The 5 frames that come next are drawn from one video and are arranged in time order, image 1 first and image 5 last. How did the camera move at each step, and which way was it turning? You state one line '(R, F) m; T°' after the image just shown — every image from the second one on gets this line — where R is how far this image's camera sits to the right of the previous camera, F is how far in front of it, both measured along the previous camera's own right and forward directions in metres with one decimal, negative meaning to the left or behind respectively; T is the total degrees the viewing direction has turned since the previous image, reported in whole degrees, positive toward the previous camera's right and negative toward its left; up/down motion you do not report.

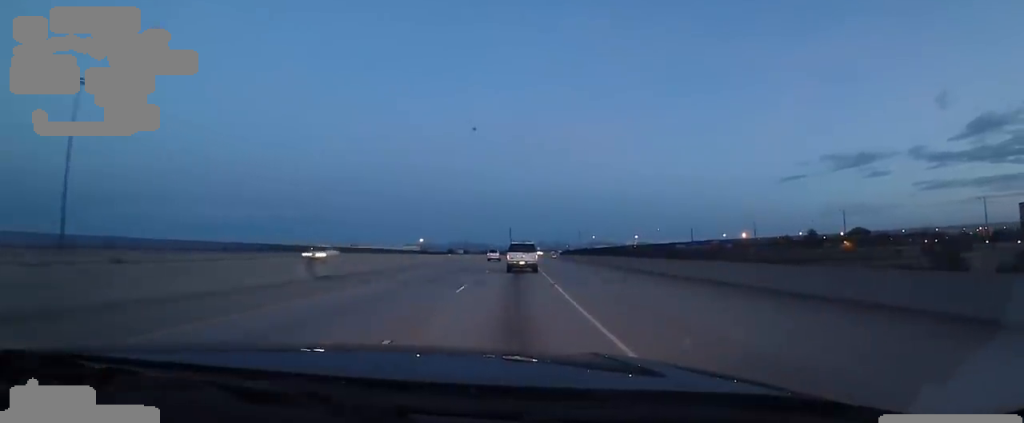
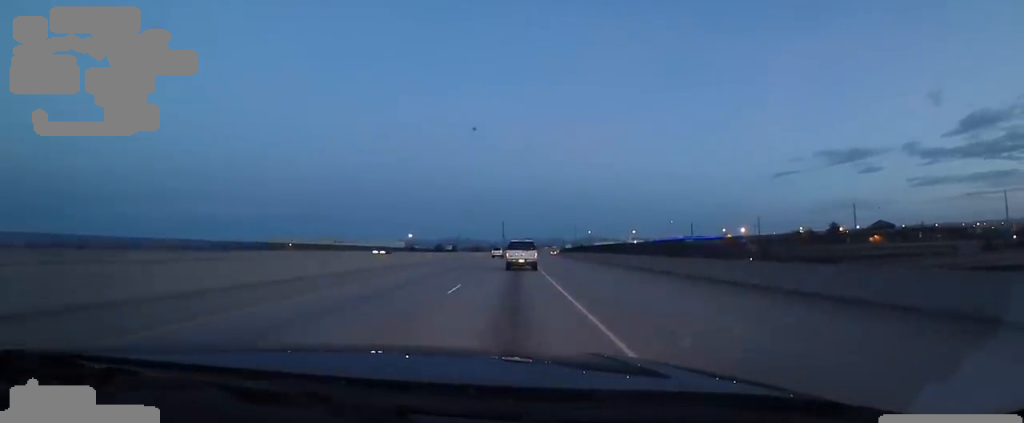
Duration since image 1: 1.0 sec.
(+1.9, +26.4) m; +1°
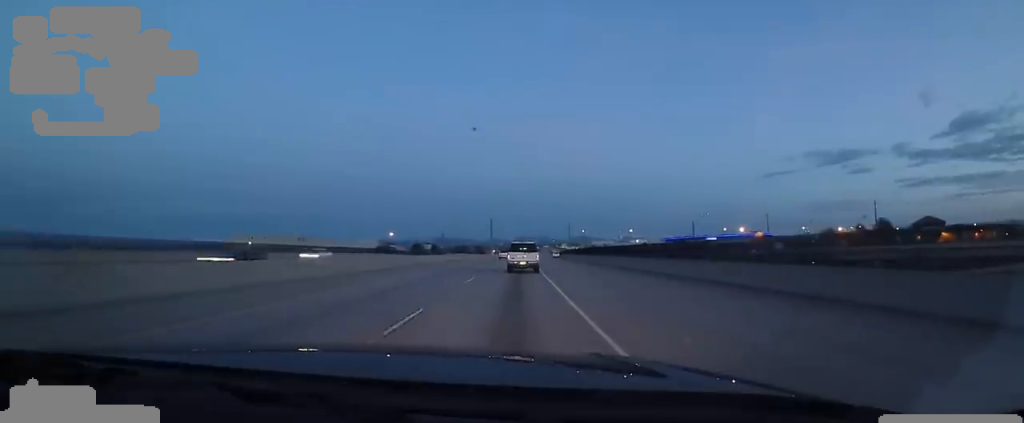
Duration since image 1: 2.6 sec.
(-1.2, +43.0) m; +2°
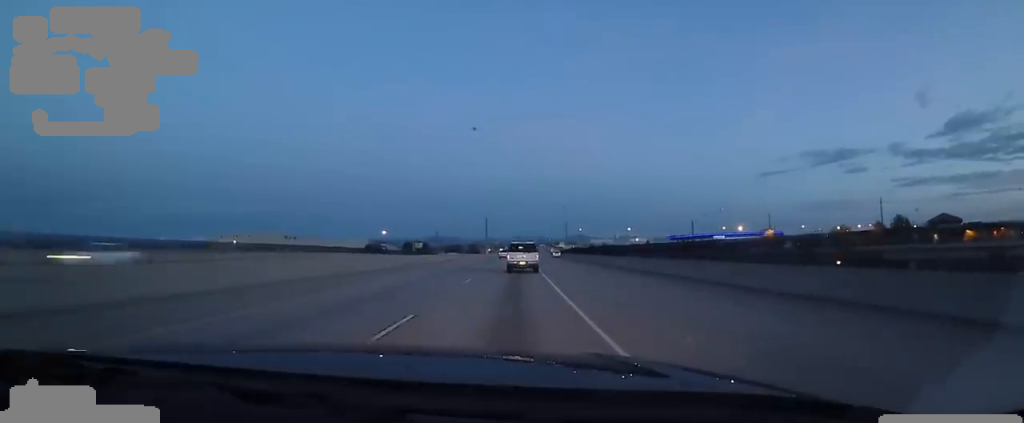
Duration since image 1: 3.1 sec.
(+0.3, +13.1) m; +1°
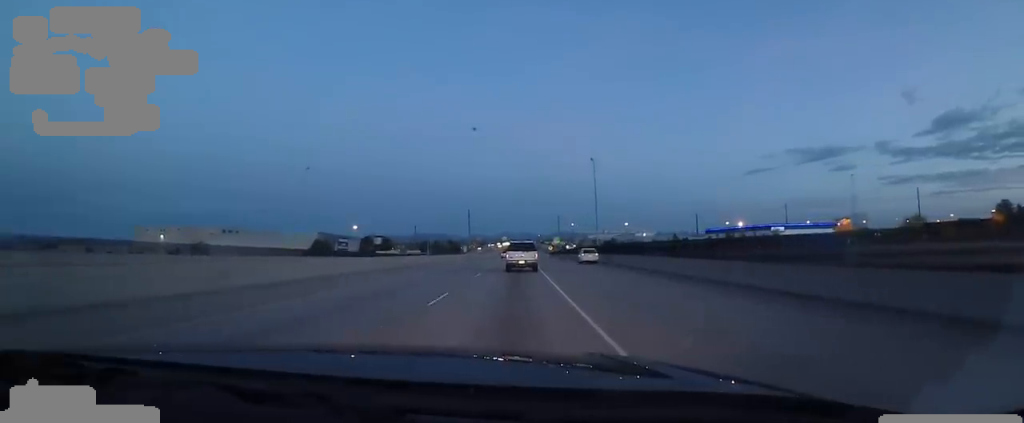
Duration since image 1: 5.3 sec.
(-0.3, +57.3) m; -1°
